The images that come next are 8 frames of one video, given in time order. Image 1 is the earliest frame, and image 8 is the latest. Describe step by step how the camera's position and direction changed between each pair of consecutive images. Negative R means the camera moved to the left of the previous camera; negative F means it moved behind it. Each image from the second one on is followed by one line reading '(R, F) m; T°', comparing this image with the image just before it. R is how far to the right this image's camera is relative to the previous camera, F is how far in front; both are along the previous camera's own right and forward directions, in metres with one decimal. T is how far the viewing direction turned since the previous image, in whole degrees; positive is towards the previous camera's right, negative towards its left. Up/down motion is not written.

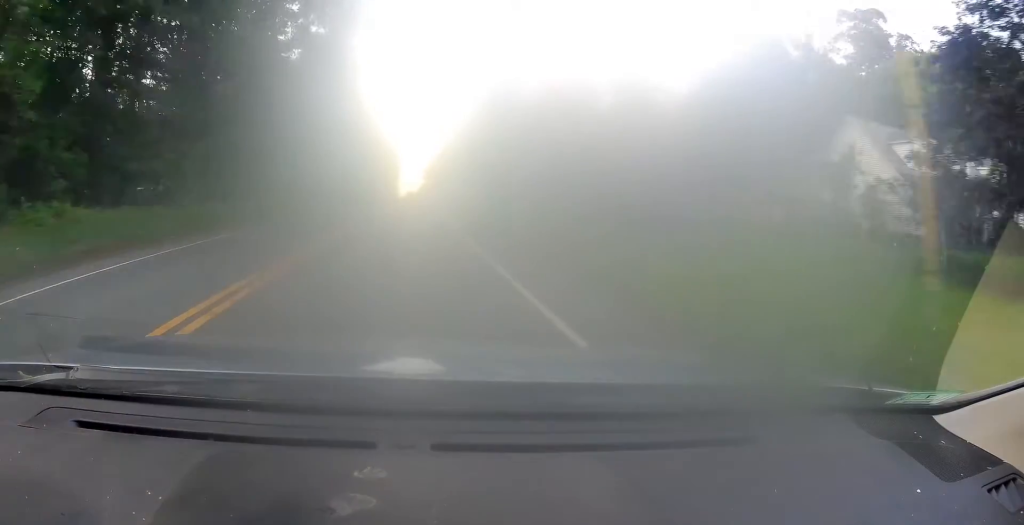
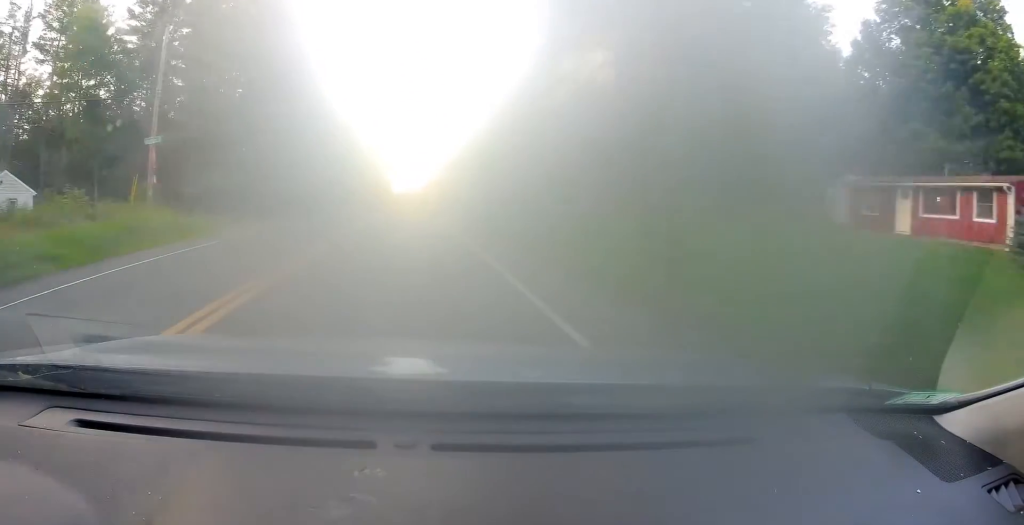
(+0.2, +35.7) m; 0°
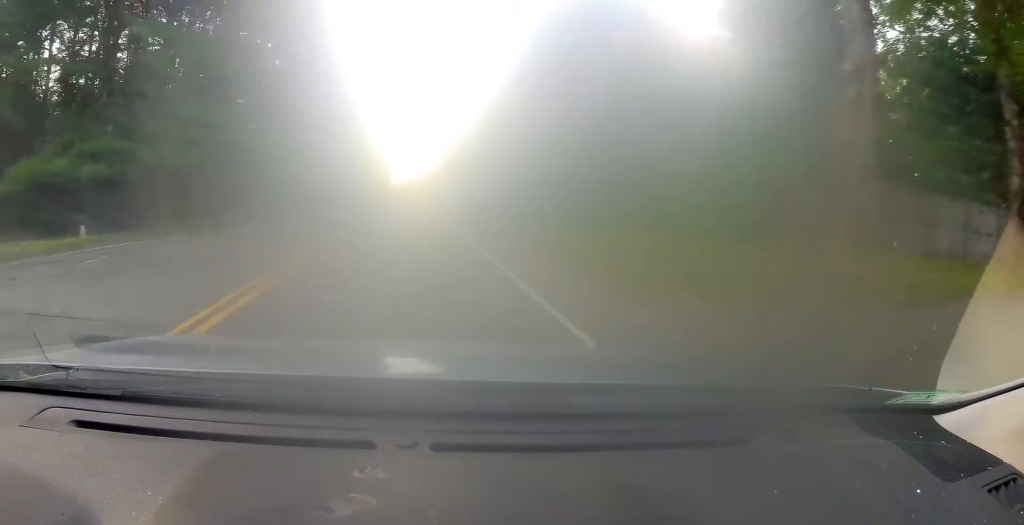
(-0.3, +22.4) m; 0°
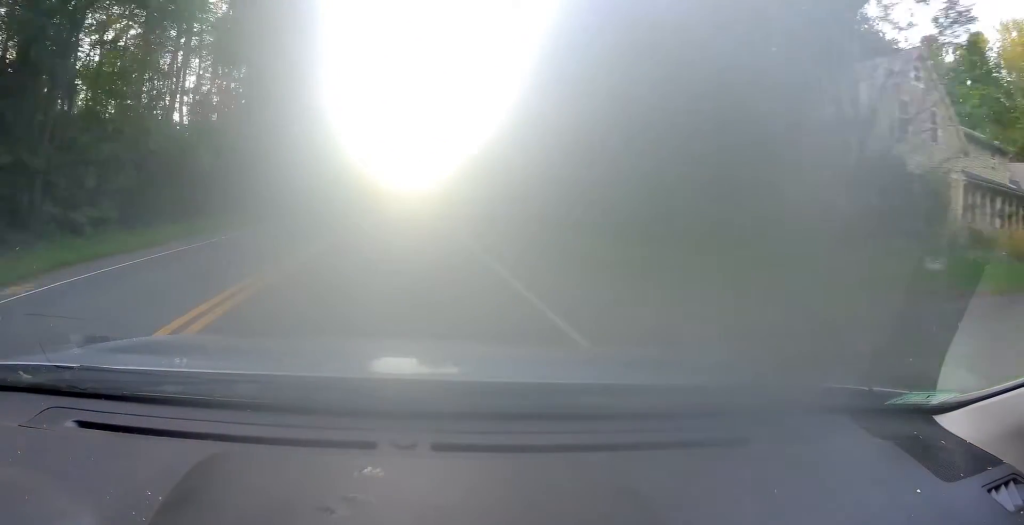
(+0.2, +26.4) m; 0°
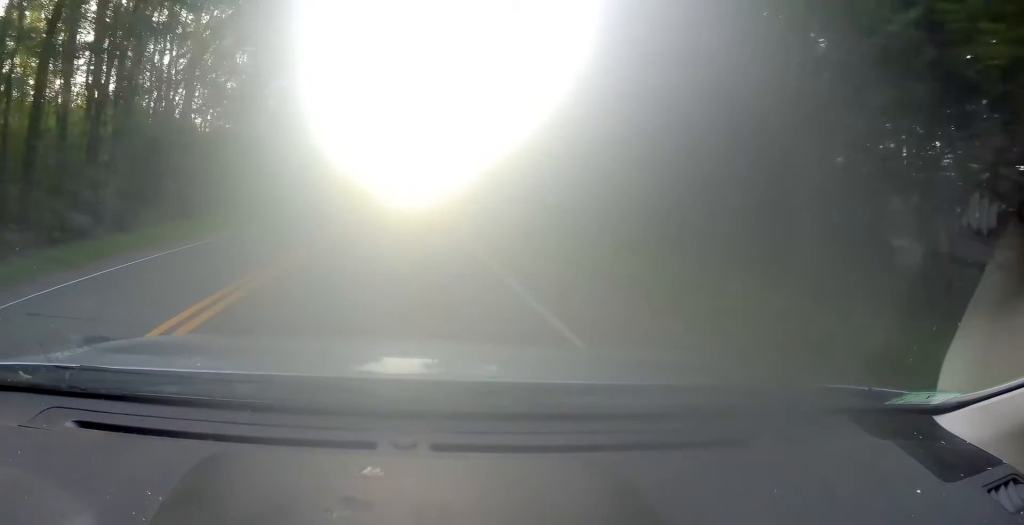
(-0.3, +23.0) m; 0°
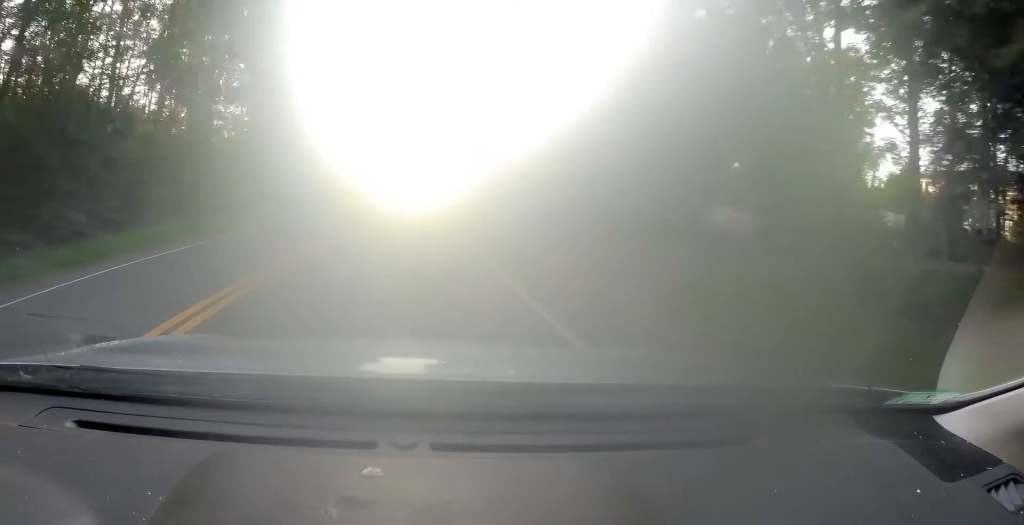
(-0.1, +13.9) m; +1°
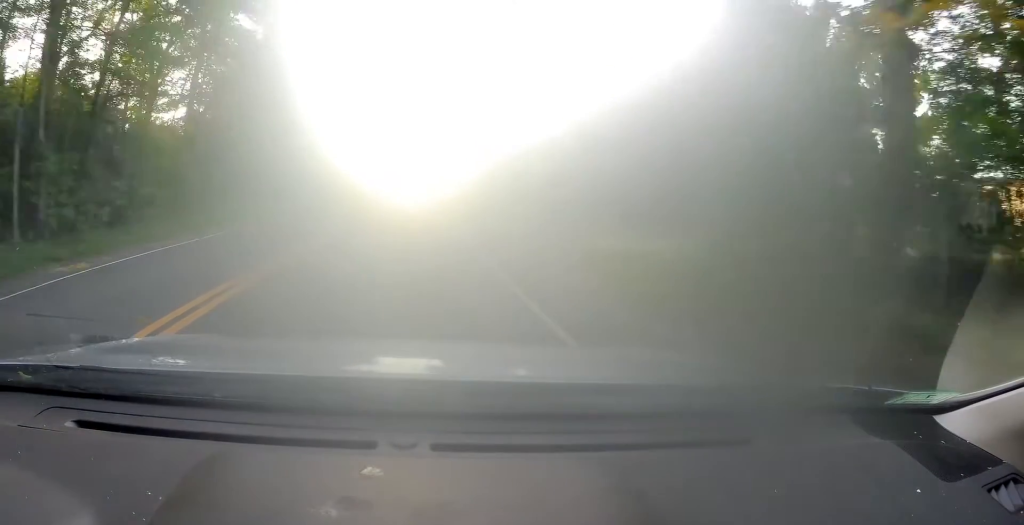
(+0.2, +14.0) m; 0°
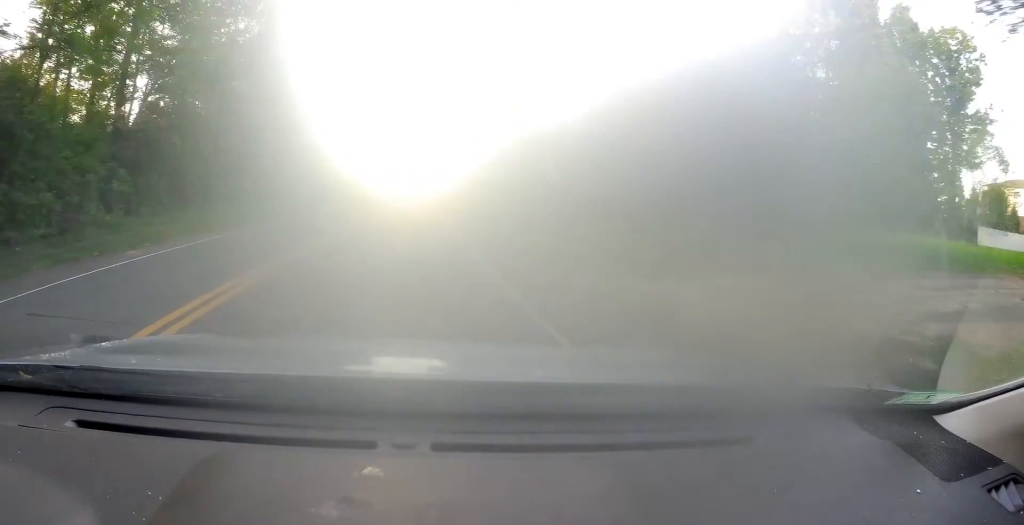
(+0.2, +9.3) m; 0°
